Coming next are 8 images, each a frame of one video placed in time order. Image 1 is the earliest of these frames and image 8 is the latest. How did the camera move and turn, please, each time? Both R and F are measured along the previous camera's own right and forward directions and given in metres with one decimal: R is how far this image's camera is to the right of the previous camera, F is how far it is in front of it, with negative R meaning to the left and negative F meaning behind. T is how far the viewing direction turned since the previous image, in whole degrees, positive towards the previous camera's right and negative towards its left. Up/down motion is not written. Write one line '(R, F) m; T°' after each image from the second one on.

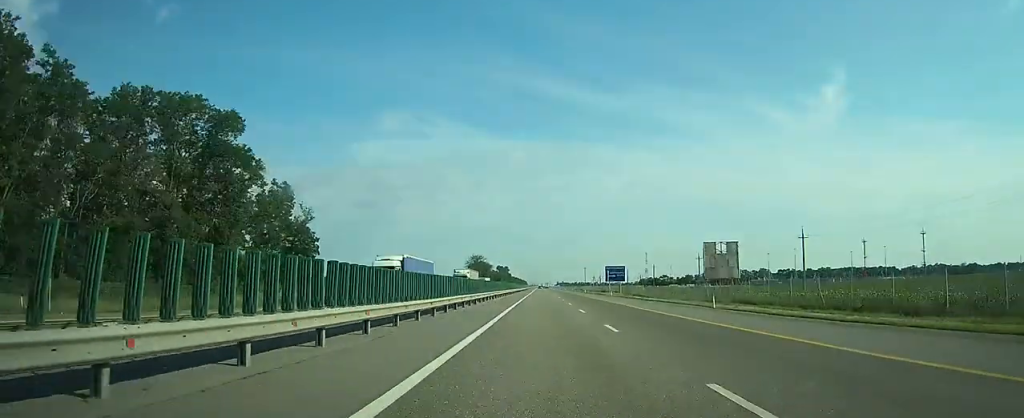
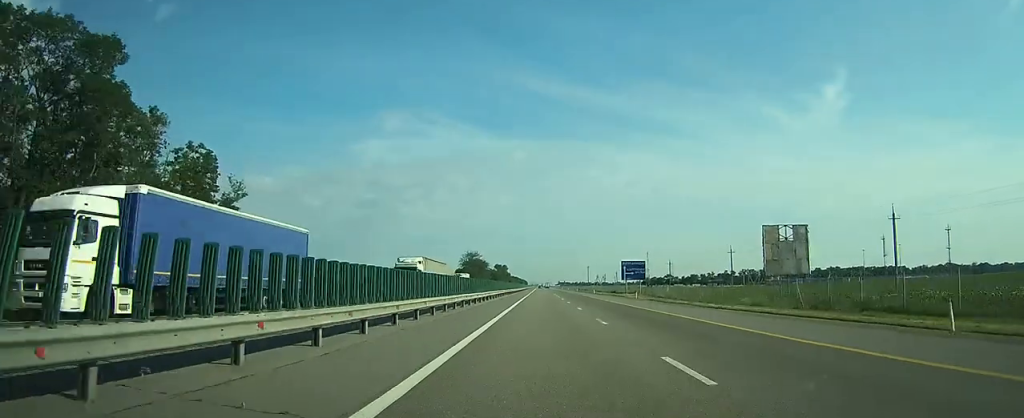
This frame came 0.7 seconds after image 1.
(0.0, +21.2) m; 0°
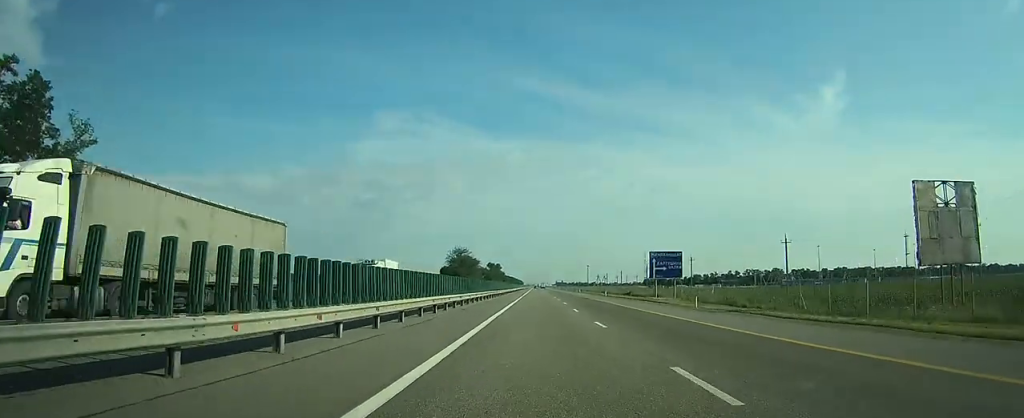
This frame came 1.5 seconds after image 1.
(0.0, +25.4) m; 0°
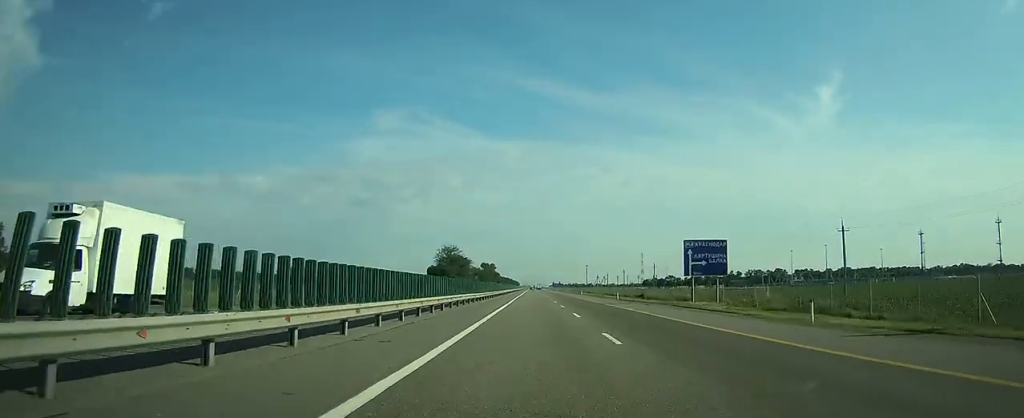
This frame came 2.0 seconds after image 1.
(0.0, +17.0) m; 0°
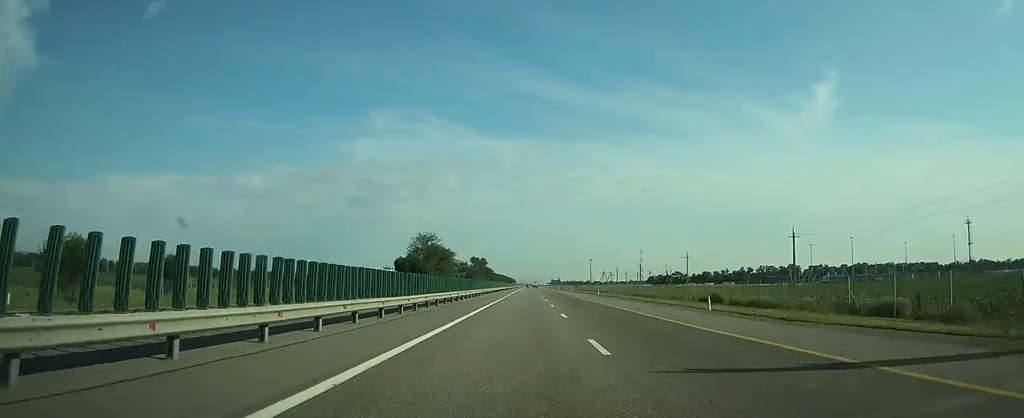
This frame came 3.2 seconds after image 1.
(+0.2, +39.2) m; 0°
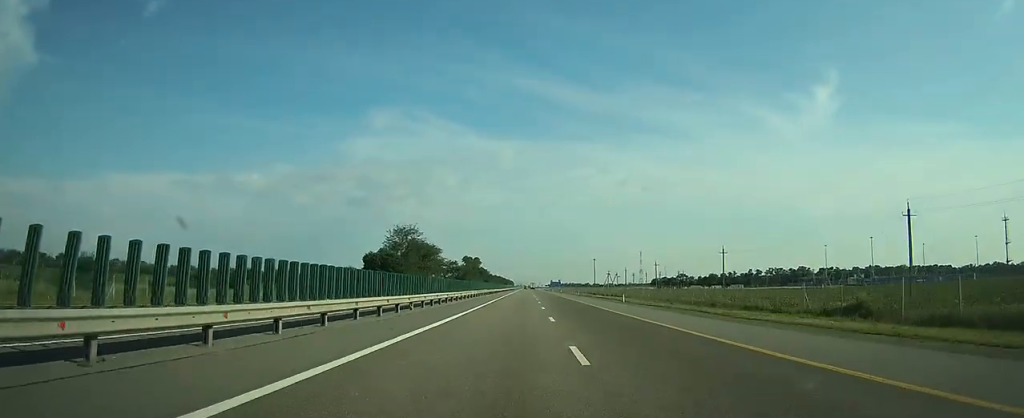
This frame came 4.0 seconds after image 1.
(+0.1, +25.4) m; 0°
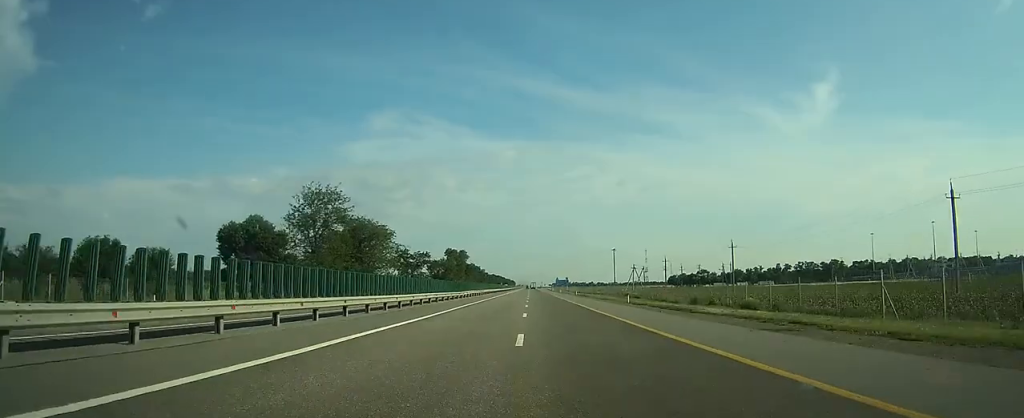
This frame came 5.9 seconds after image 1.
(+0.2, +57.9) m; 0°
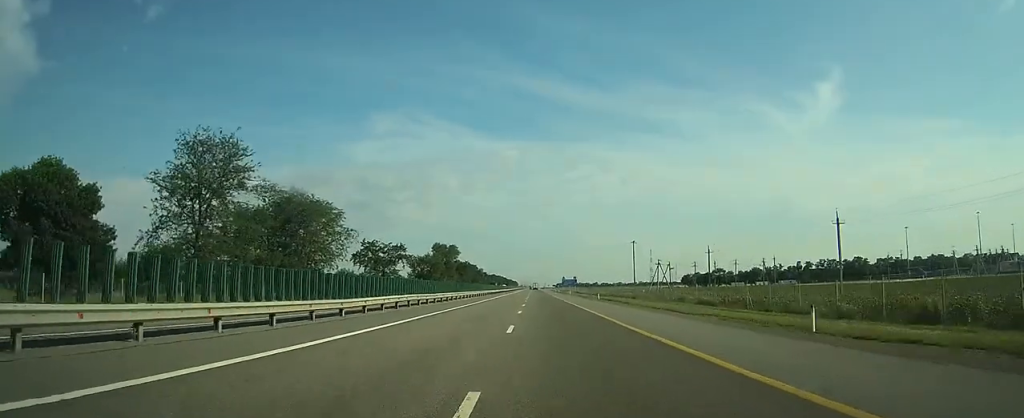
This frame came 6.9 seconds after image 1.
(0.0, +32.5) m; 0°
